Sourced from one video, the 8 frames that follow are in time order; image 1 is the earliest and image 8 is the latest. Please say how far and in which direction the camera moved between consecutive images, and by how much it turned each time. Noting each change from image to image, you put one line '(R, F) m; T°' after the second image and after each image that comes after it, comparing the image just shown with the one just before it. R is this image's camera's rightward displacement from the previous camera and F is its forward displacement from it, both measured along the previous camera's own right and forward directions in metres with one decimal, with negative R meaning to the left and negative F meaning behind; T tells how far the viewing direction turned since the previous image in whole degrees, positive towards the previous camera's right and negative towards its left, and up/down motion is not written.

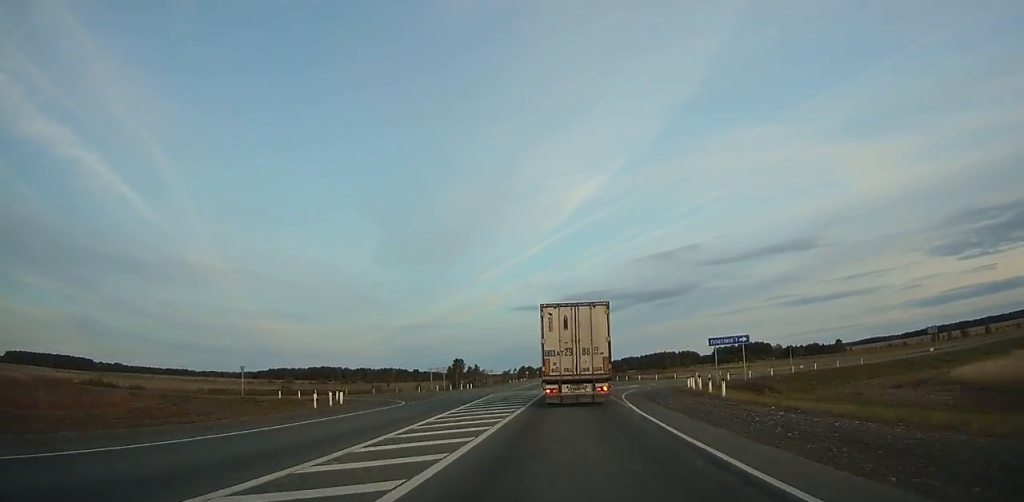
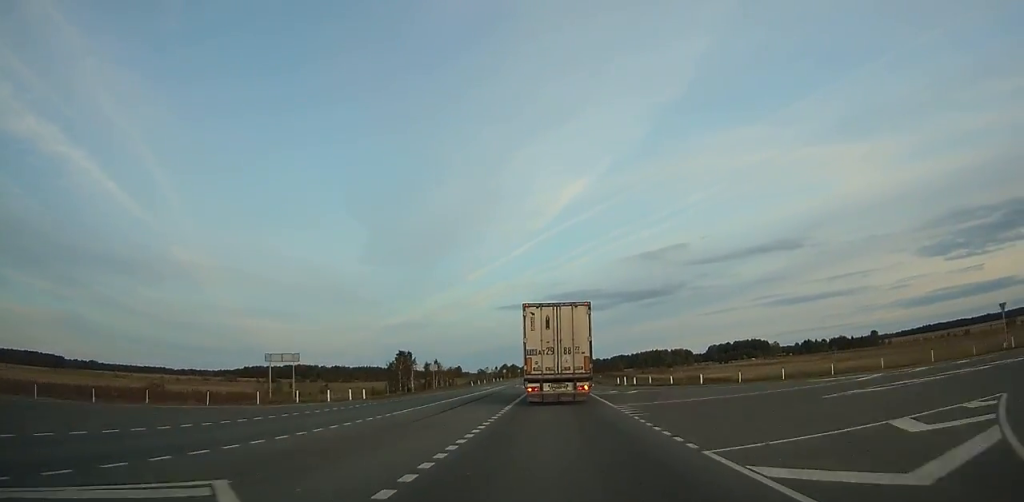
(+0.5, +40.3) m; +1°
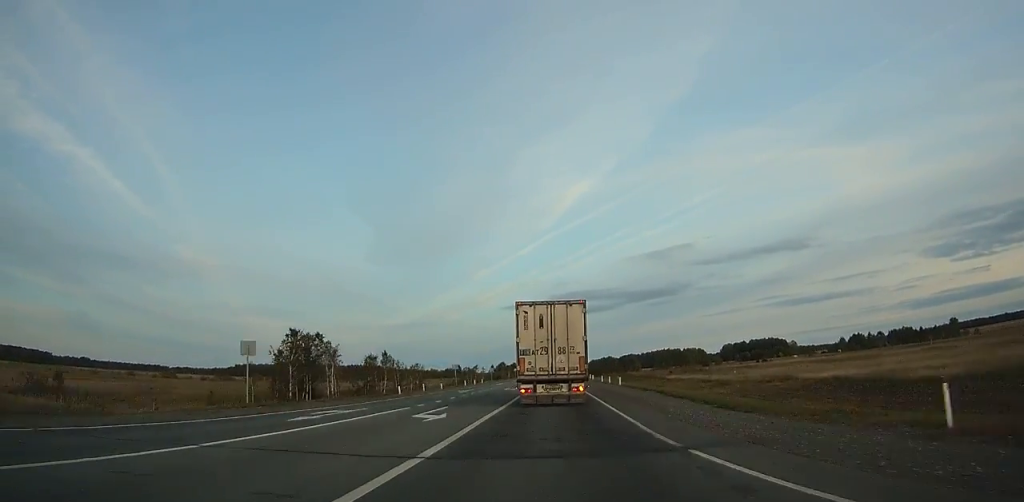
(+0.3, +43.5) m; 0°
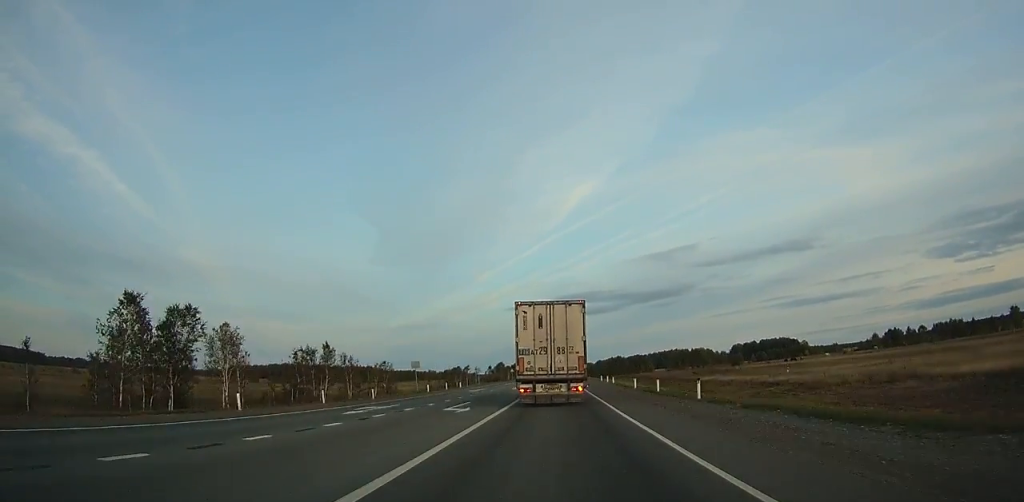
(-0.2, +27.3) m; 0°
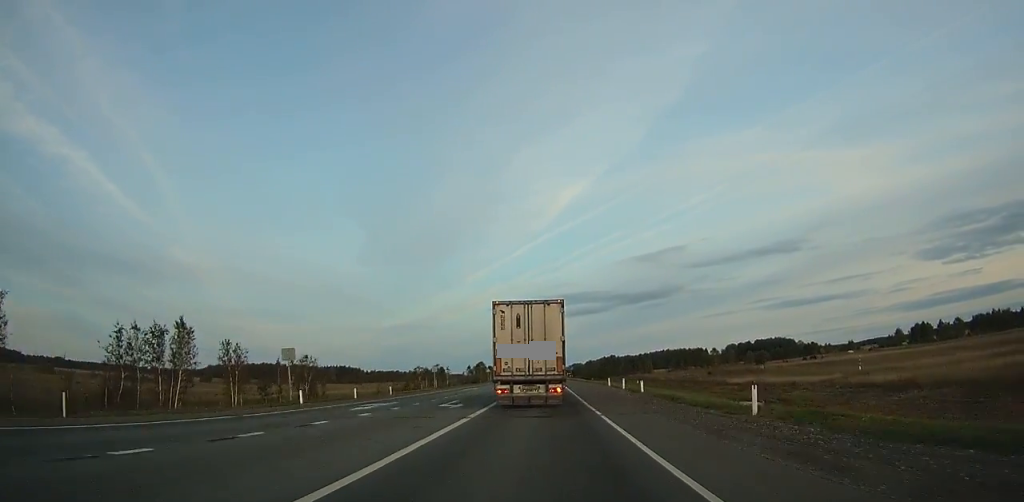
(0.0, +26.0) m; 0°
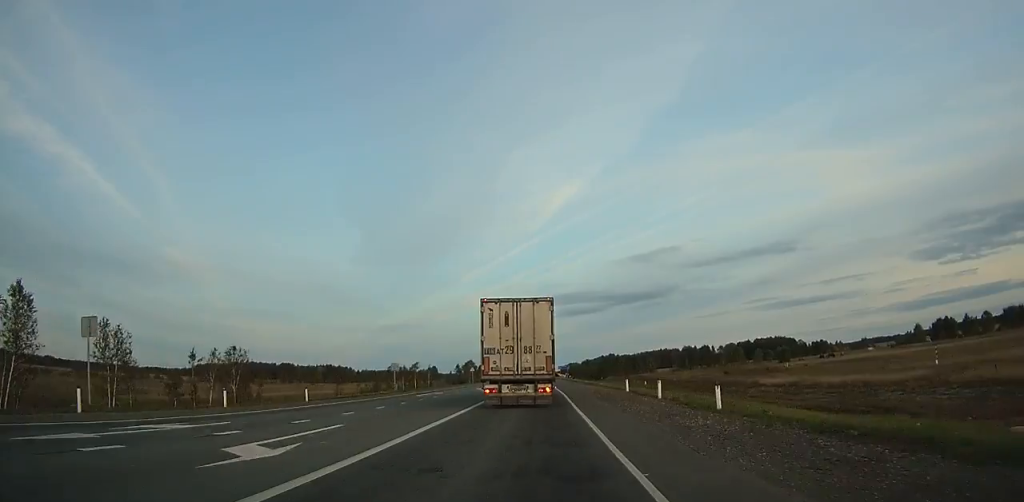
(0.0, +16.5) m; 0°
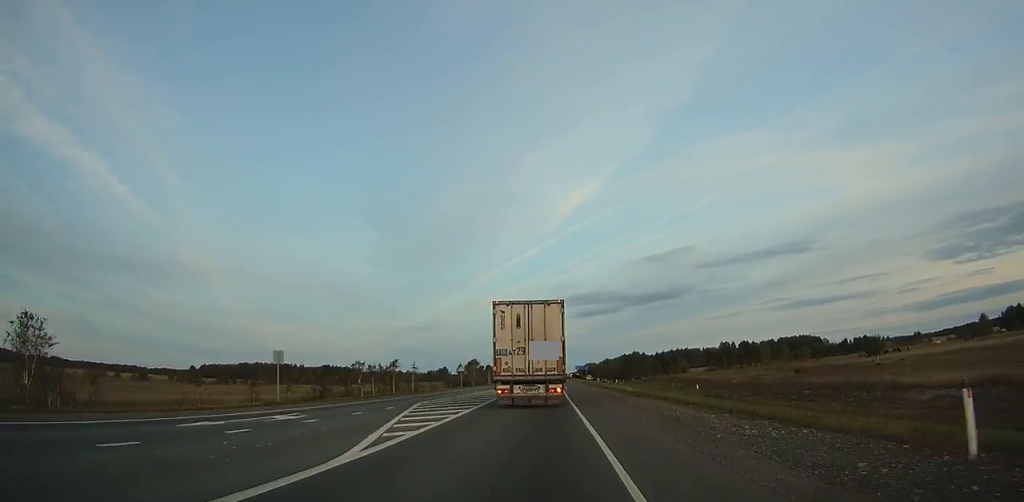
(+0.1, +26.5) m; 0°
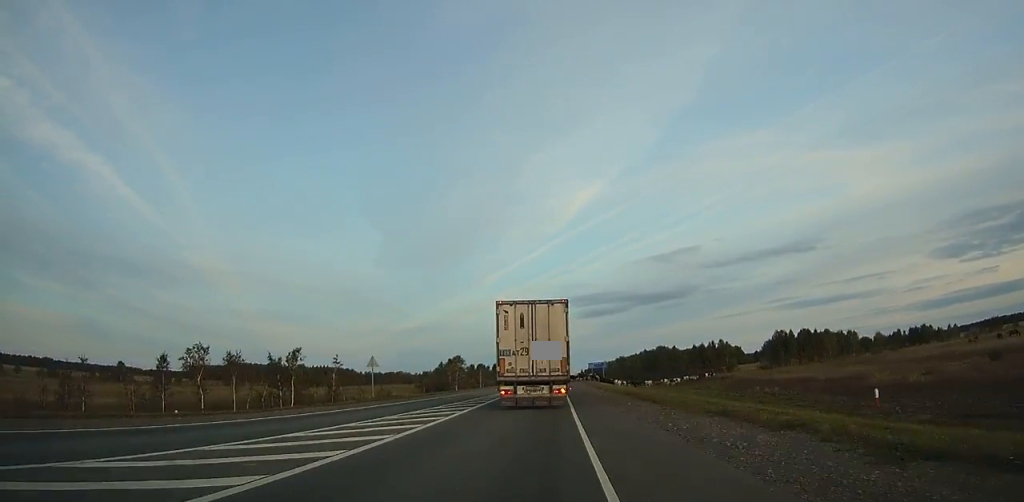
(-0.4, +38.8) m; -1°
